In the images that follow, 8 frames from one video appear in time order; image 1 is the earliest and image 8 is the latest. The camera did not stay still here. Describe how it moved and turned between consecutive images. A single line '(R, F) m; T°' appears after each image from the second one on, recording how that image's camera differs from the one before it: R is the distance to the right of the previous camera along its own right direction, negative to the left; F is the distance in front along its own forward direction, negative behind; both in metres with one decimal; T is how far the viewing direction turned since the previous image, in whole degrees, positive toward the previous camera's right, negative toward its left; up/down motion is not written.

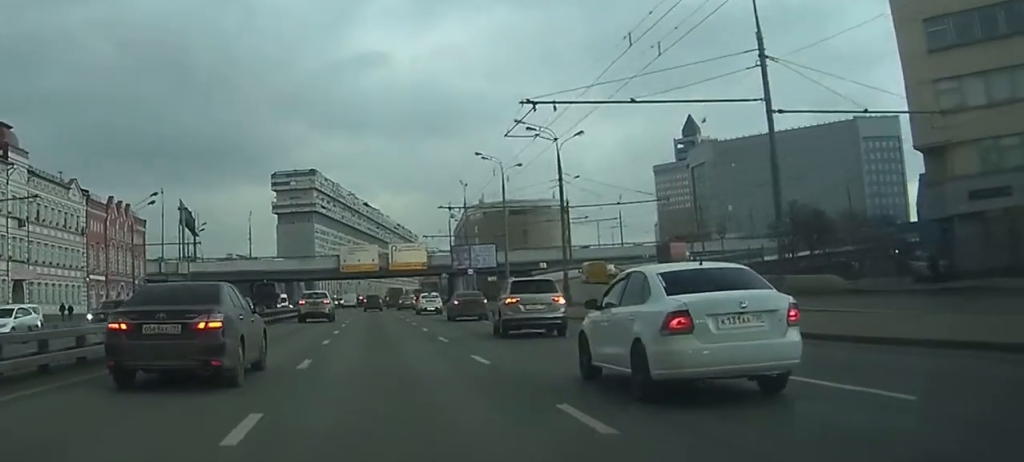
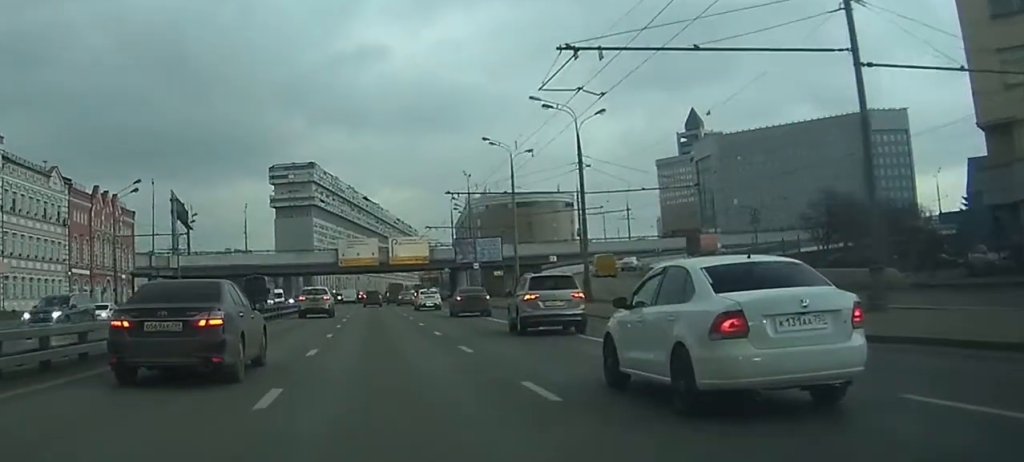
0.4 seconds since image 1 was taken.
(0.0, +5.7) m; 0°
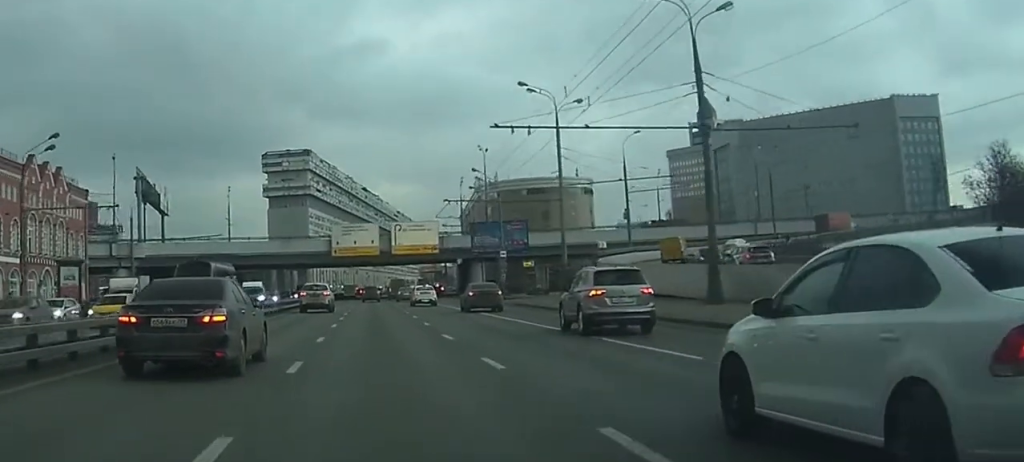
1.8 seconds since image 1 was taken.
(0.0, +19.7) m; 0°
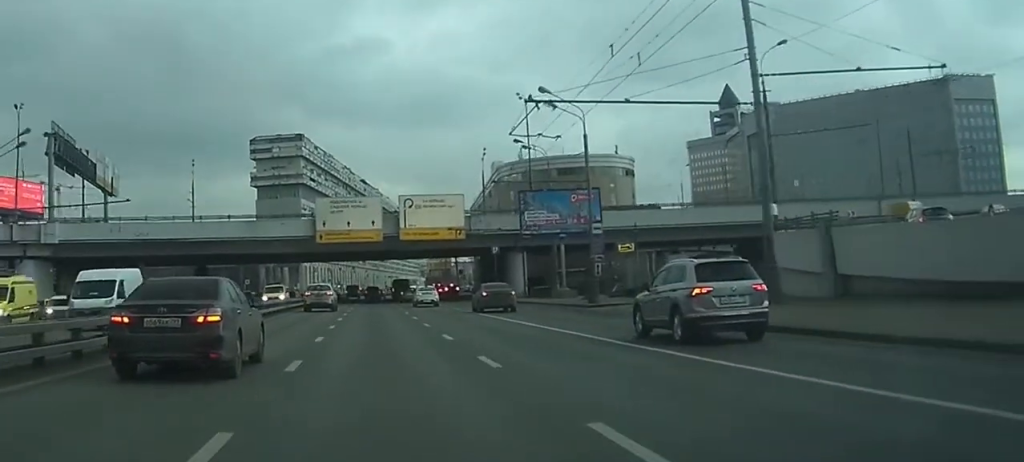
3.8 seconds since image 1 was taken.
(+0.4, +30.3) m; +1°
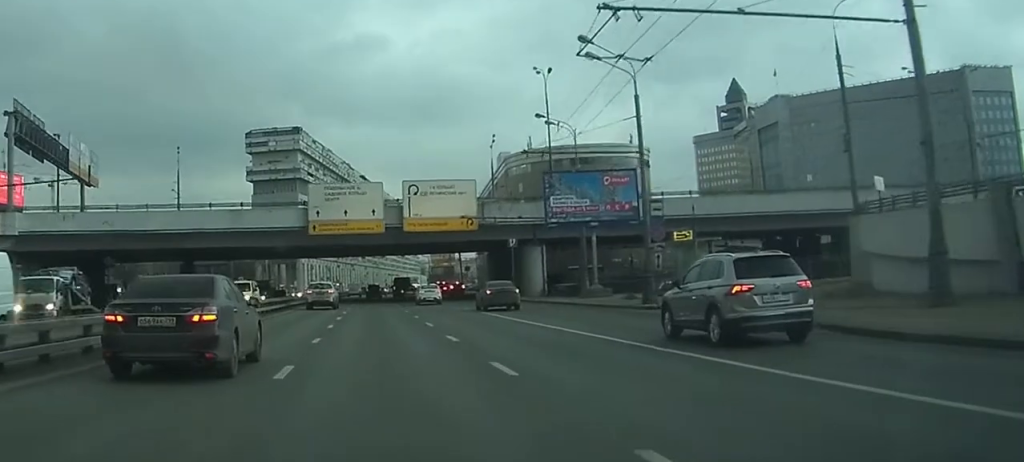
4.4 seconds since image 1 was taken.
(0.0, +8.5) m; 0°
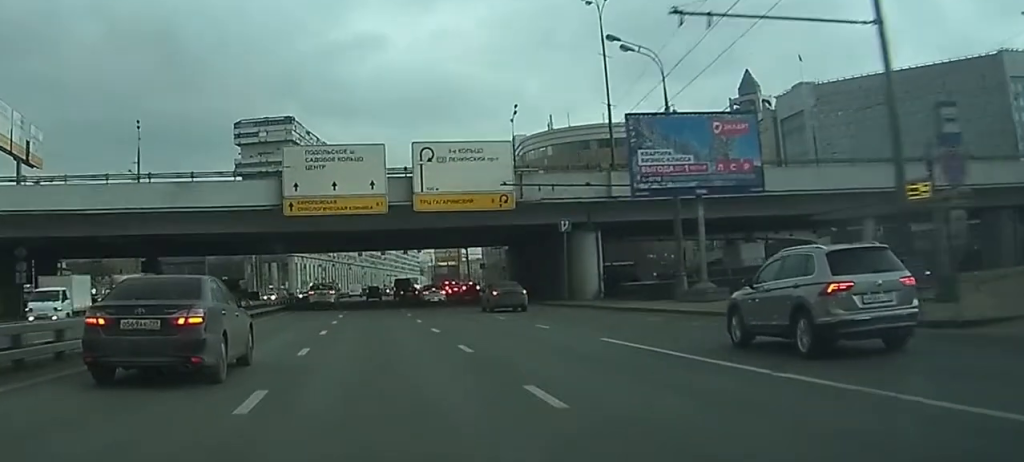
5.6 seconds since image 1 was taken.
(-0.1, +16.6) m; 0°
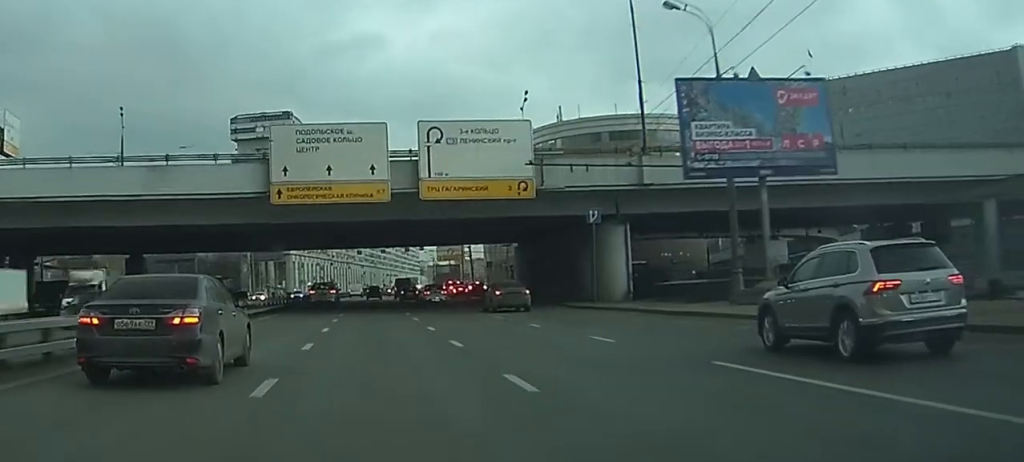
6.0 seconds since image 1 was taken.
(0.0, +5.6) m; 0°
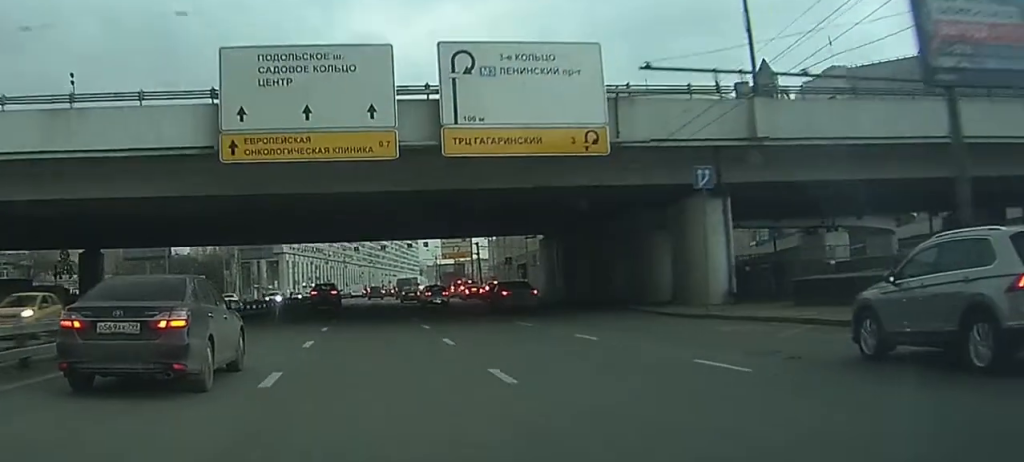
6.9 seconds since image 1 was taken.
(+0.1, +13.4) m; 0°
